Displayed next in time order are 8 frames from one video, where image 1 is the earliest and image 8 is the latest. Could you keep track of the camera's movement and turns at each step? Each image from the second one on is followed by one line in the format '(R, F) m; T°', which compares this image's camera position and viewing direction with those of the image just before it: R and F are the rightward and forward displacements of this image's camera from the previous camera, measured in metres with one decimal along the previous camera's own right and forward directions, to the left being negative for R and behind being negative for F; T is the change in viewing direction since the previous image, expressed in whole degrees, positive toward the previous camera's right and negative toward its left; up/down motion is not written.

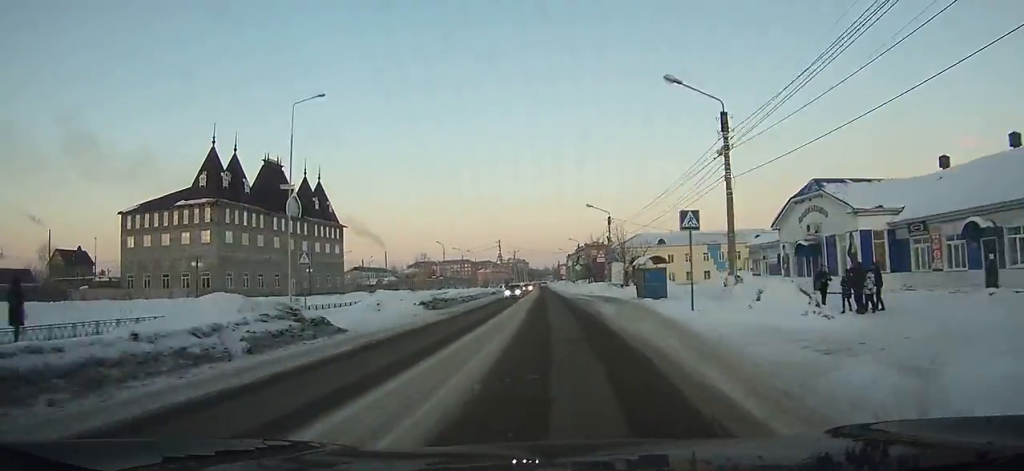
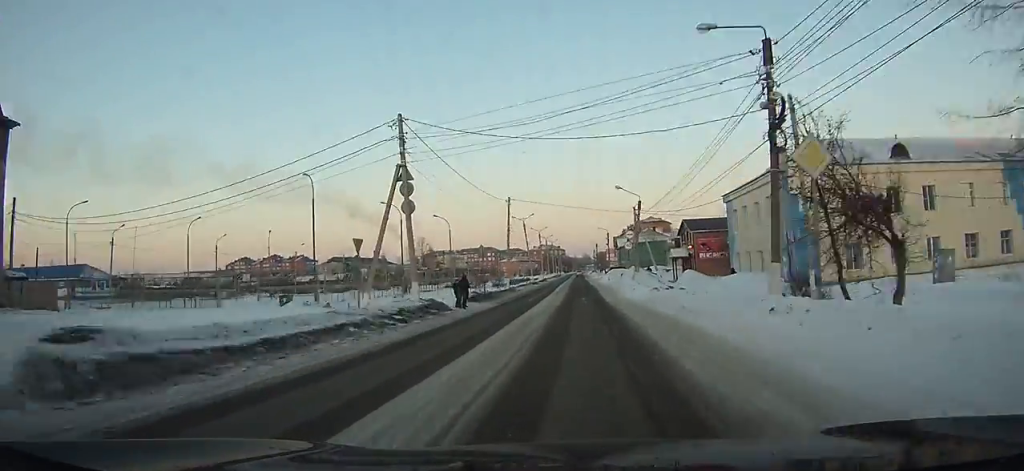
(-7.3, +77.6) m; -7°
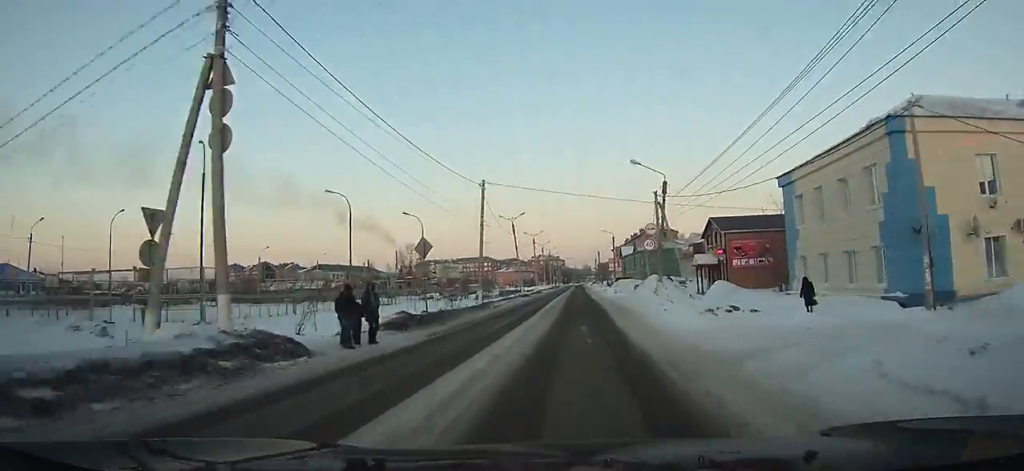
(0.0, +15.9) m; 0°
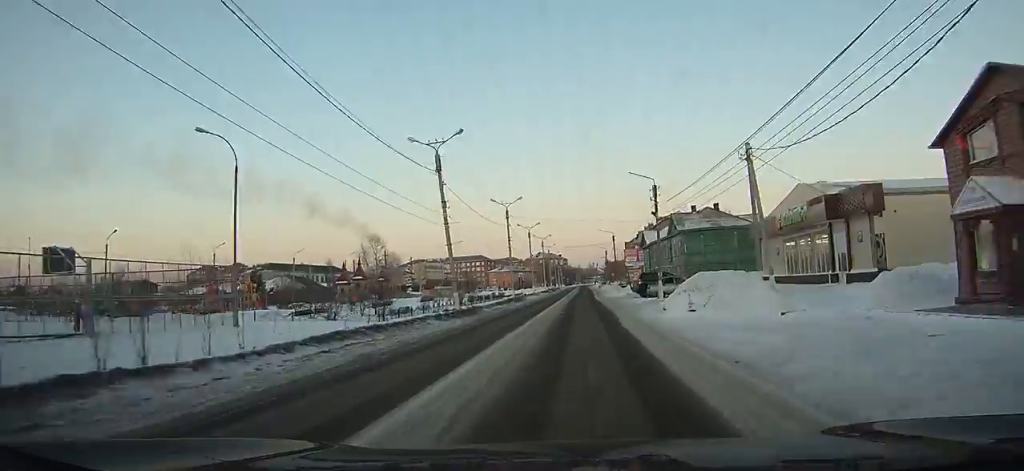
(+0.1, +42.3) m; 0°
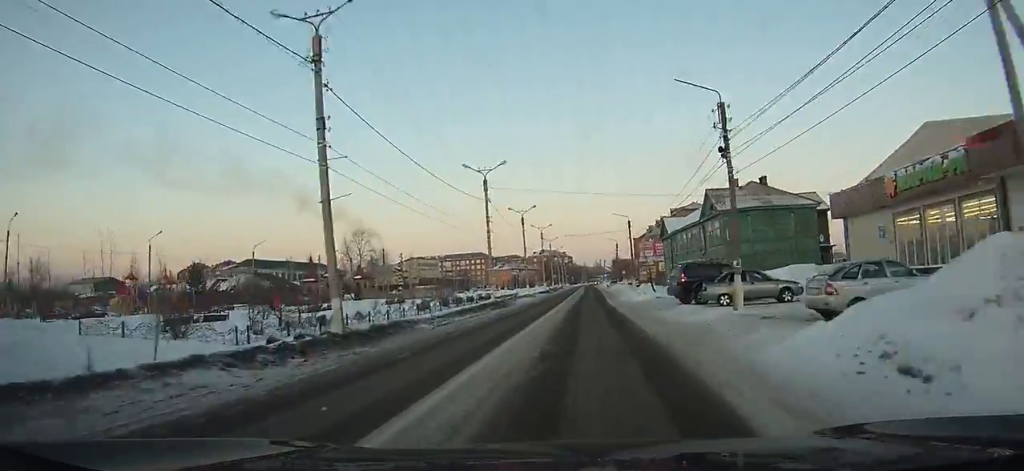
(0.0, +17.3) m; 0°
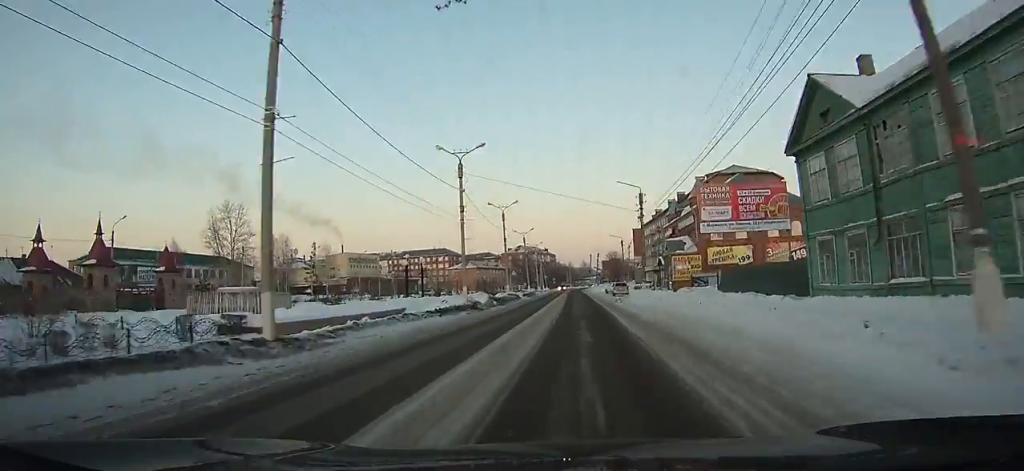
(+0.4, +55.1) m; +1°
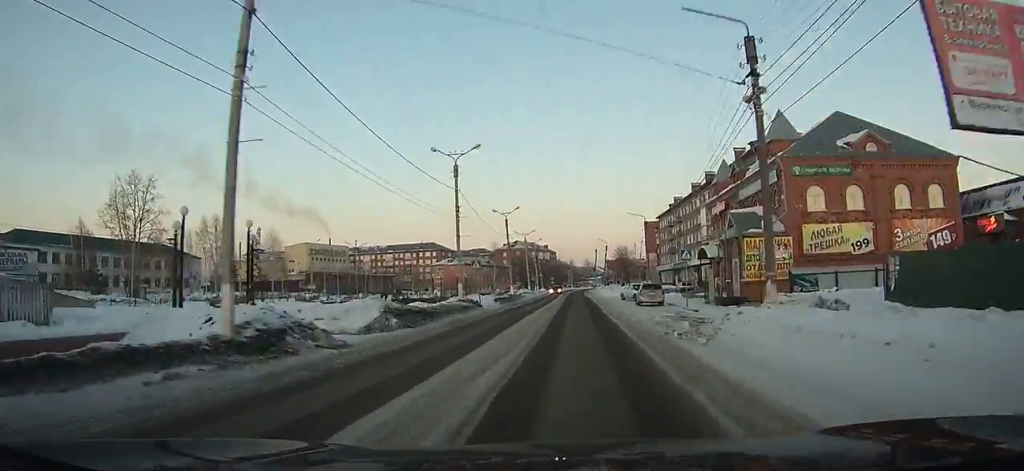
(+0.1, +25.8) m; 0°
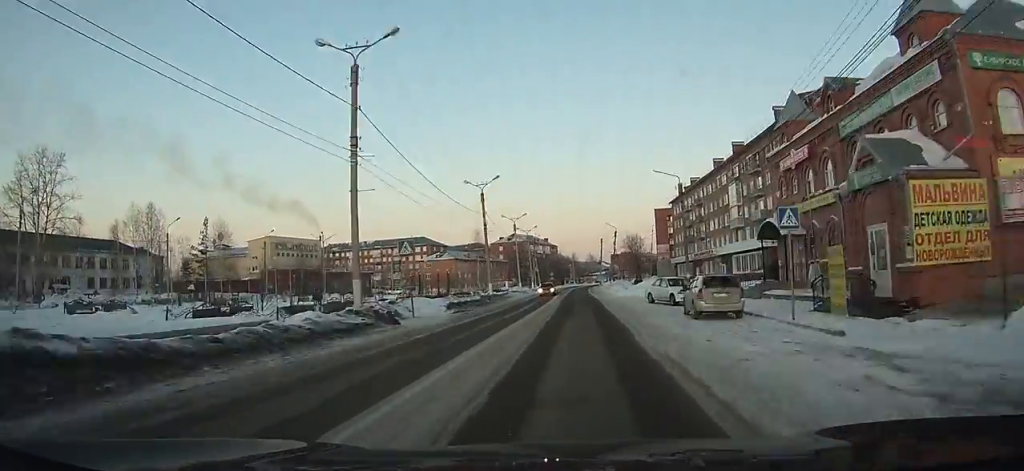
(+0.1, +17.3) m; -1°
